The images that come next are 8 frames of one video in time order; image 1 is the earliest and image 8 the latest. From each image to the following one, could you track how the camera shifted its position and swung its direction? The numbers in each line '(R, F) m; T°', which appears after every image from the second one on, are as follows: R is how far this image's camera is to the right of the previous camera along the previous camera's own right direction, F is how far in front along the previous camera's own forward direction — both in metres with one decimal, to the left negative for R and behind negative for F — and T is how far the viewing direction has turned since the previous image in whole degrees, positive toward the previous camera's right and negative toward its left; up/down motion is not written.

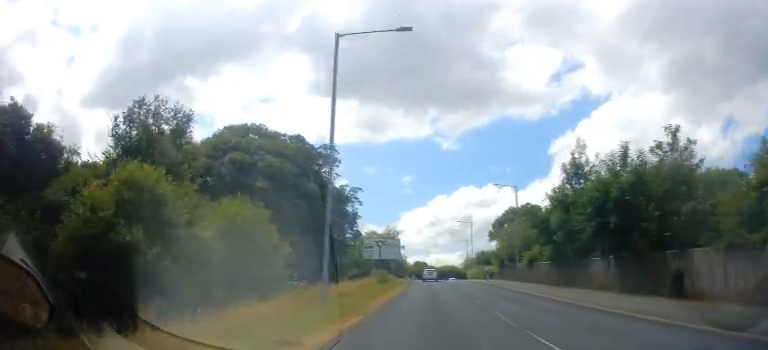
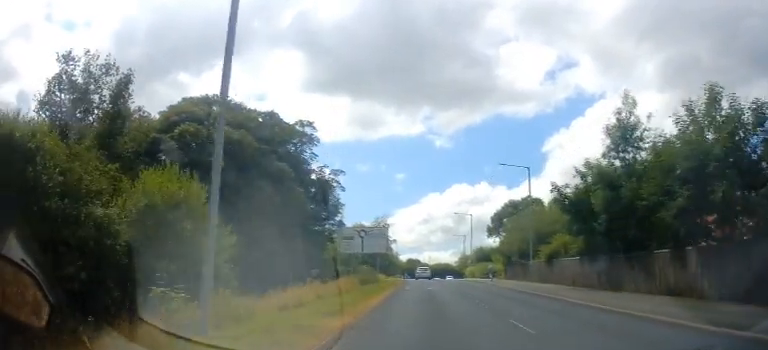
(+0.2, +8.4) m; +1°
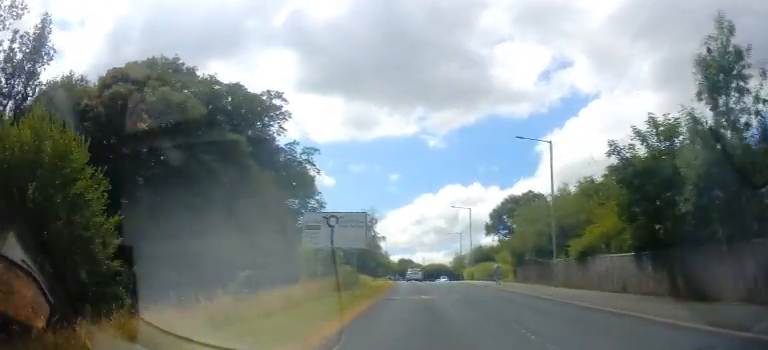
(0.0, +8.9) m; 0°
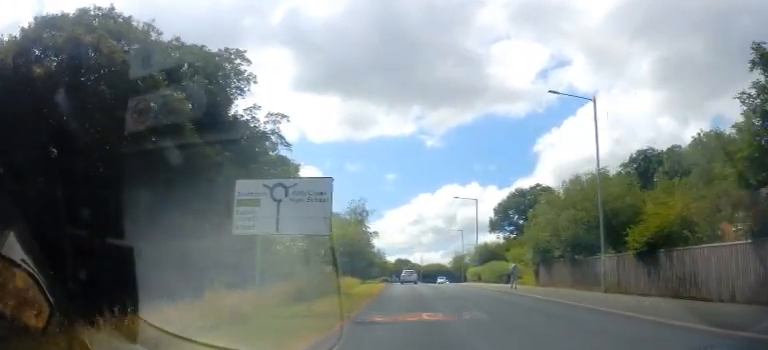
(0.0, +8.7) m; 0°
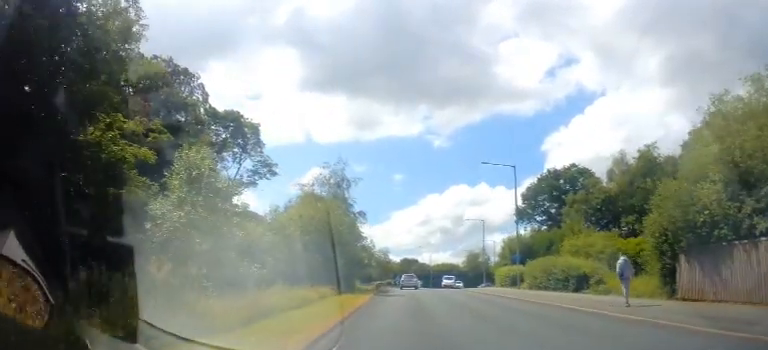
(0.0, +18.6) m; 0°
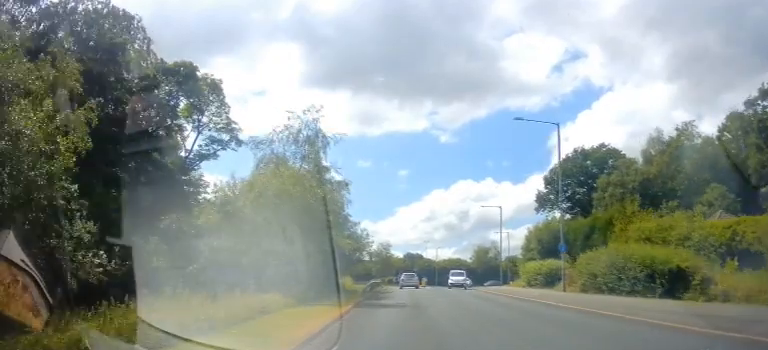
(0.0, +10.6) m; 0°
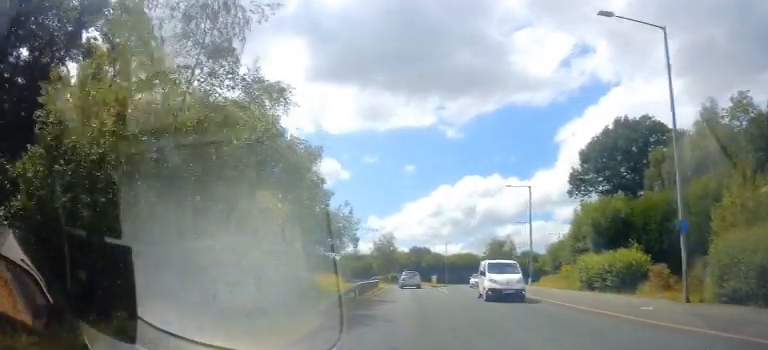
(0.0, +12.4) m; 0°
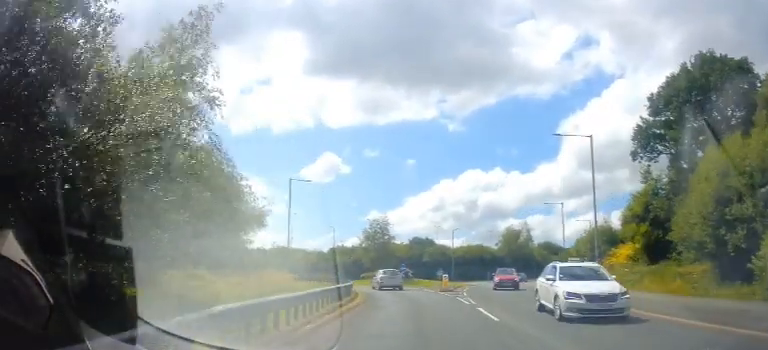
(-0.1, +17.3) m; -1°
